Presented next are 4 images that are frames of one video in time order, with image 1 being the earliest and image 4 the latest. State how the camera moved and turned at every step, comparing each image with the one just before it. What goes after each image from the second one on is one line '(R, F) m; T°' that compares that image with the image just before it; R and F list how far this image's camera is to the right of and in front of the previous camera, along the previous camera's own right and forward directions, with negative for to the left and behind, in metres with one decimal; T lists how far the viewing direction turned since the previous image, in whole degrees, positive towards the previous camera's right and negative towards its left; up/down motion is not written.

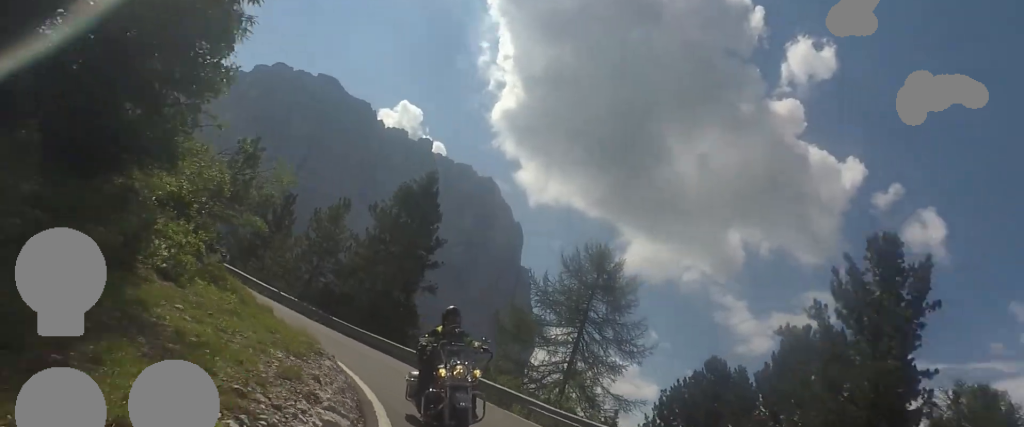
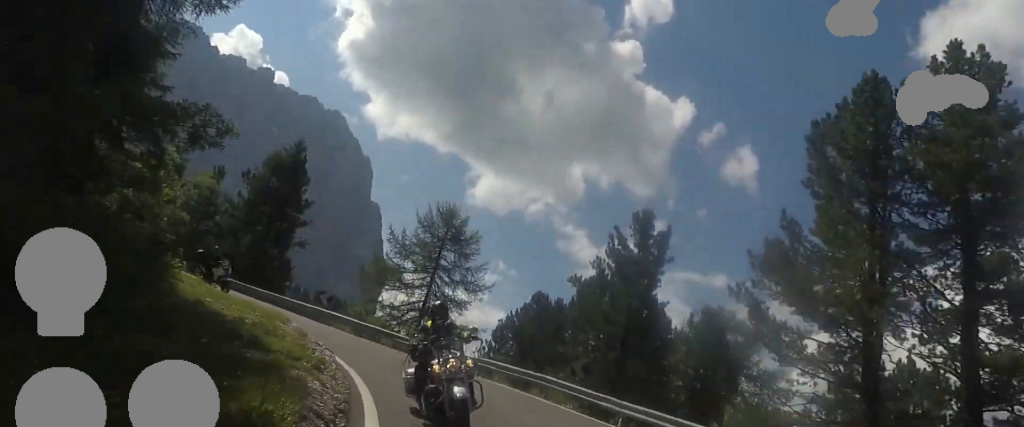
(+0.2, +6.7) m; +7°
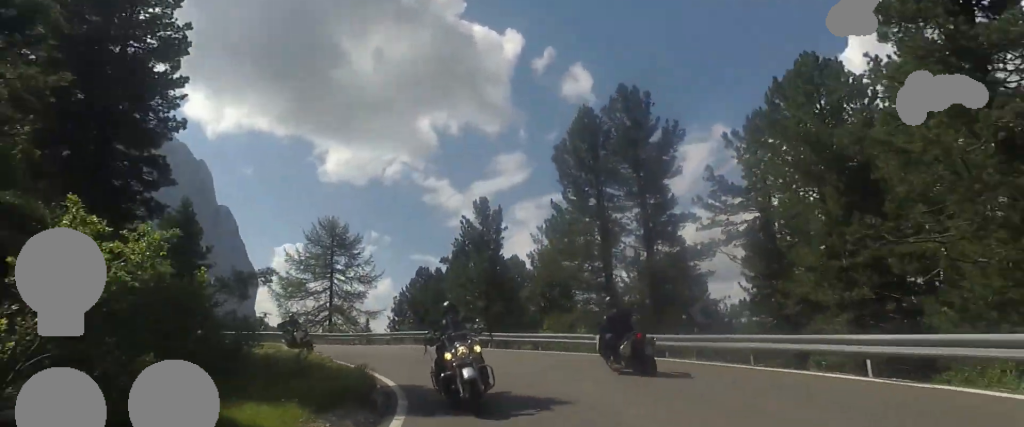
(+1.0, +9.7) m; +3°
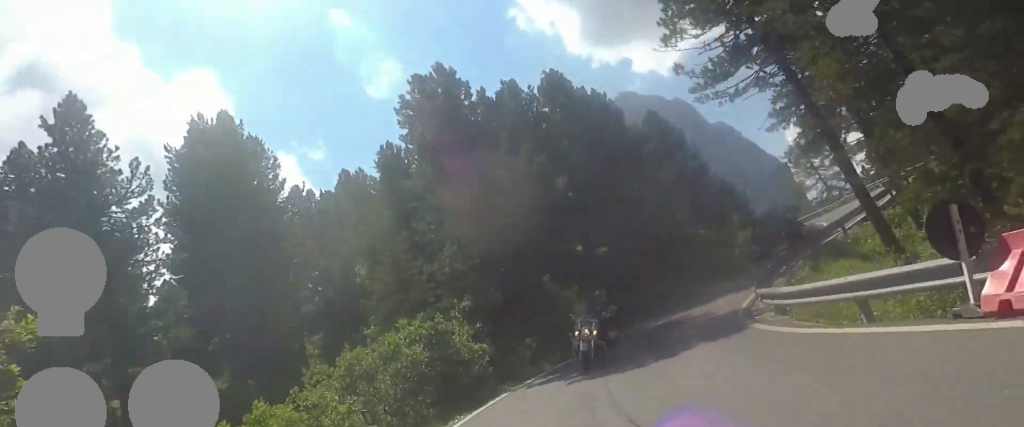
(-8.7, +33.9) m; -34°
